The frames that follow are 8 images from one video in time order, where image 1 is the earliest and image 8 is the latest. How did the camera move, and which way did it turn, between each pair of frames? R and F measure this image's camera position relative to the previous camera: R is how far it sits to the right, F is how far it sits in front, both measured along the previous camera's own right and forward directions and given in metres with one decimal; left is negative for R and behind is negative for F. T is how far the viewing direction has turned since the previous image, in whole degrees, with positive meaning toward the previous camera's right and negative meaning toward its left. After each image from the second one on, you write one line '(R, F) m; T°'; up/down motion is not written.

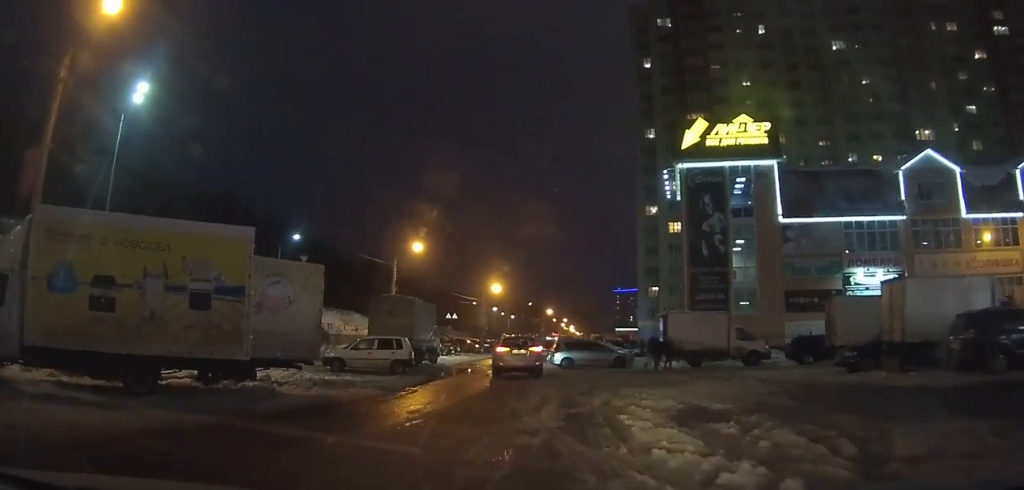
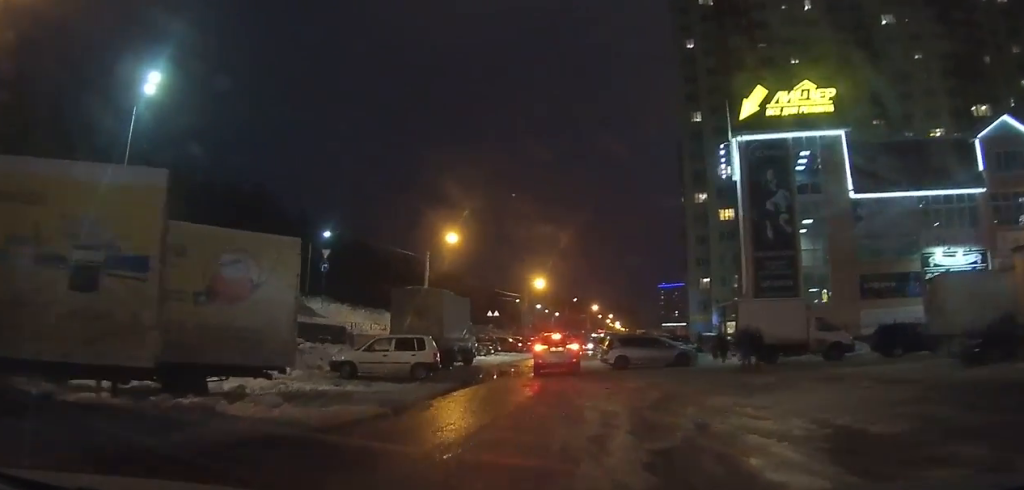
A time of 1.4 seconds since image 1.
(0.0, +4.1) m; 0°
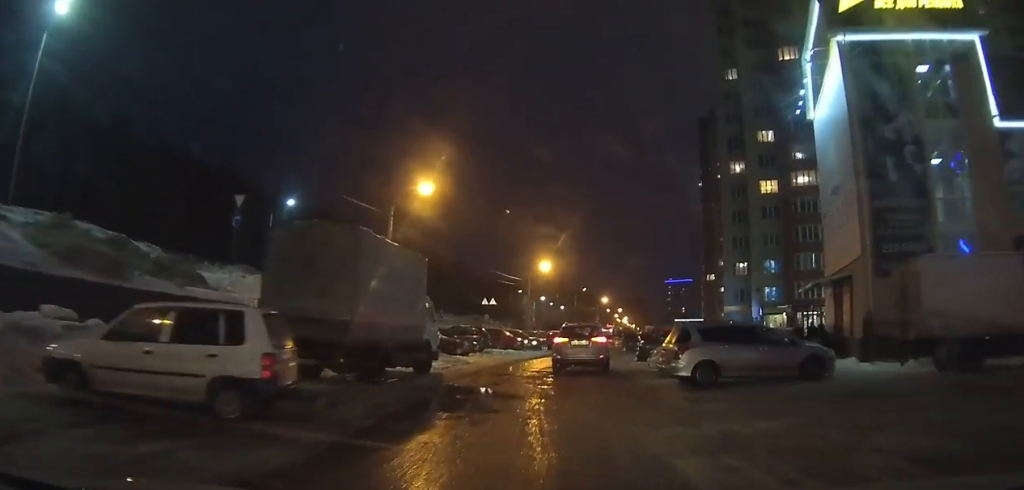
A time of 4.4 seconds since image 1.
(+0.2, +10.3) m; +1°
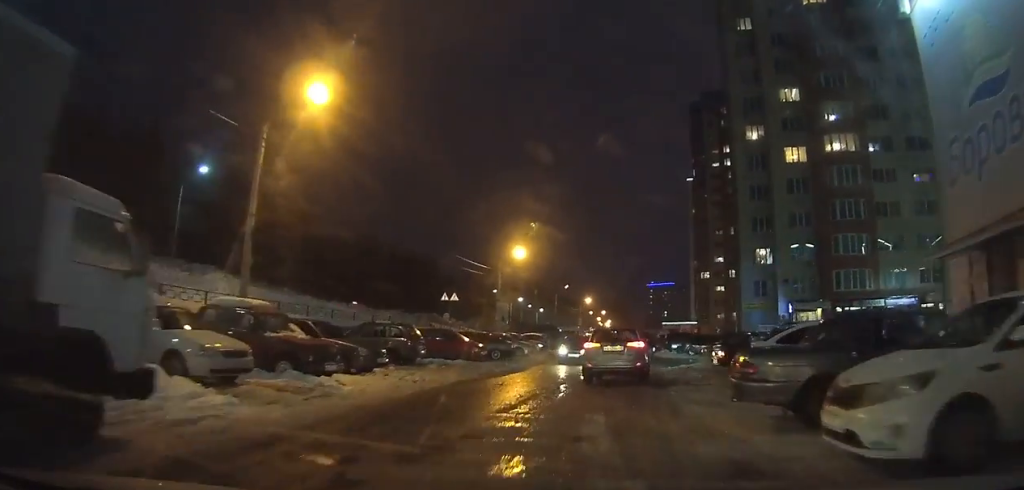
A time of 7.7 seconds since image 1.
(+0.1, +12.5) m; +4°
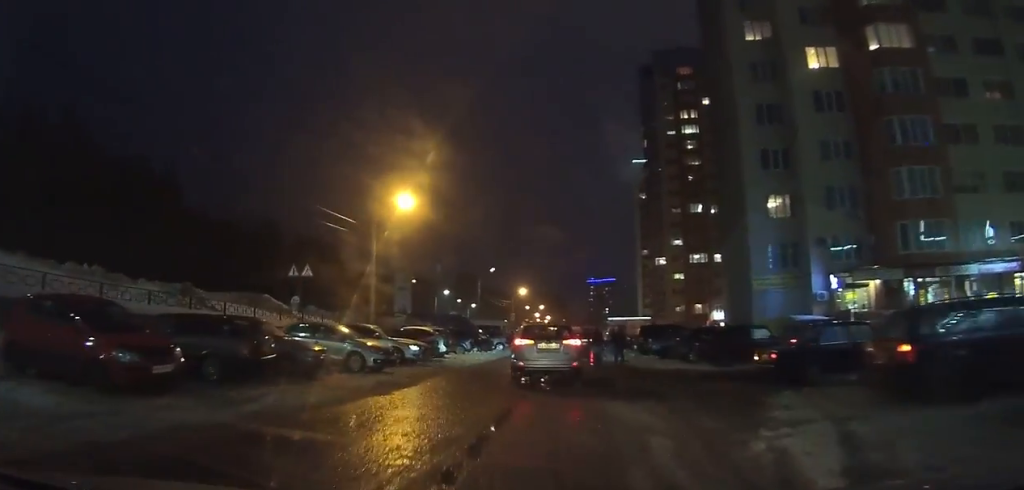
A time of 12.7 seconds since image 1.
(+1.5, +19.4) m; +6°
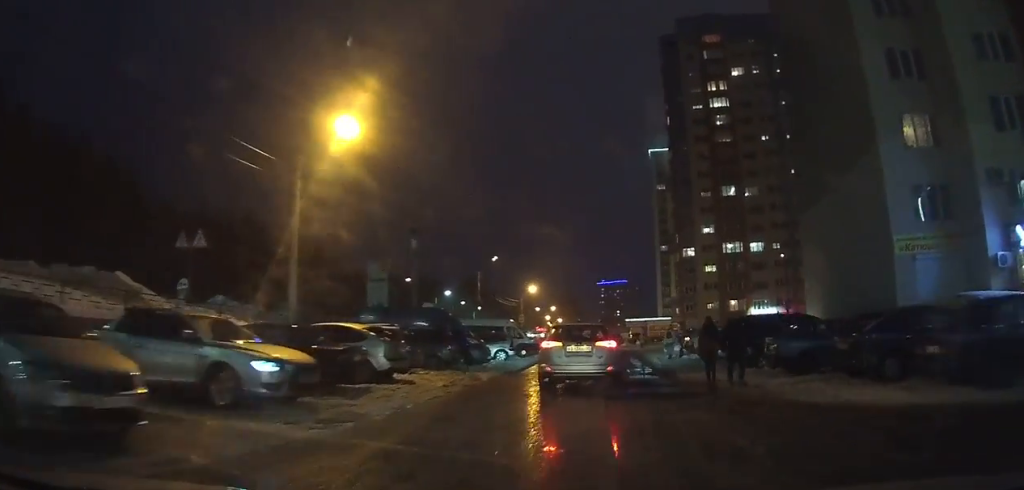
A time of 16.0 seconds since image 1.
(0.0, +12.9) m; +3°
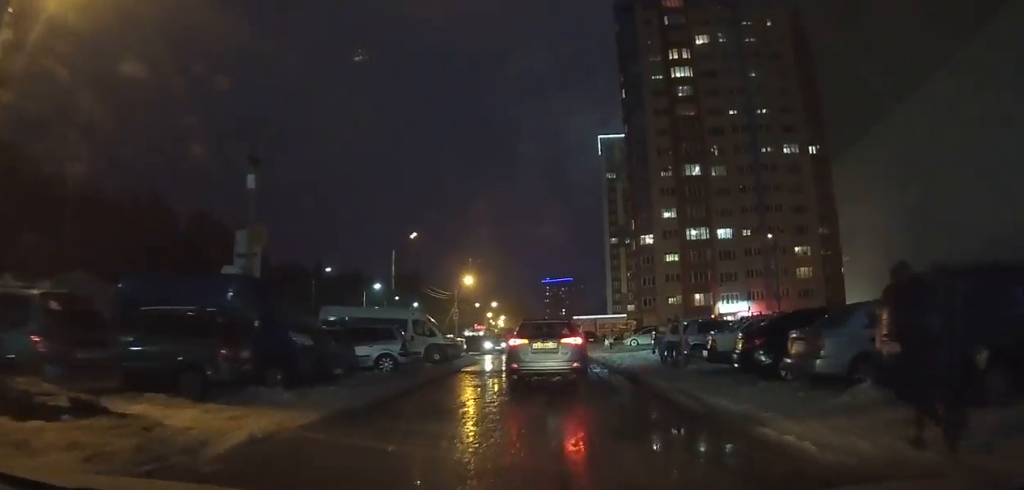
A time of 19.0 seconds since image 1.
(+0.5, +11.9) m; +4°
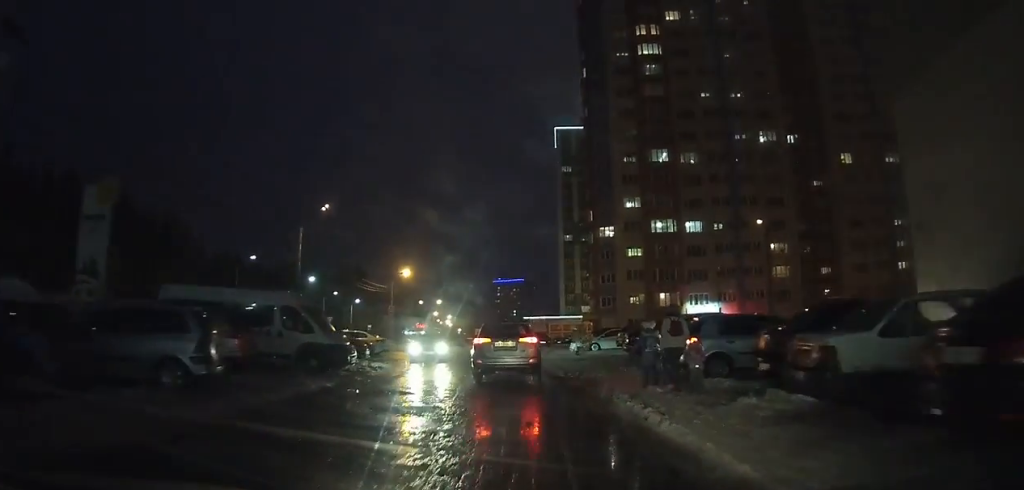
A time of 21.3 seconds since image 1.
(+0.4, +9.3) m; -2°
